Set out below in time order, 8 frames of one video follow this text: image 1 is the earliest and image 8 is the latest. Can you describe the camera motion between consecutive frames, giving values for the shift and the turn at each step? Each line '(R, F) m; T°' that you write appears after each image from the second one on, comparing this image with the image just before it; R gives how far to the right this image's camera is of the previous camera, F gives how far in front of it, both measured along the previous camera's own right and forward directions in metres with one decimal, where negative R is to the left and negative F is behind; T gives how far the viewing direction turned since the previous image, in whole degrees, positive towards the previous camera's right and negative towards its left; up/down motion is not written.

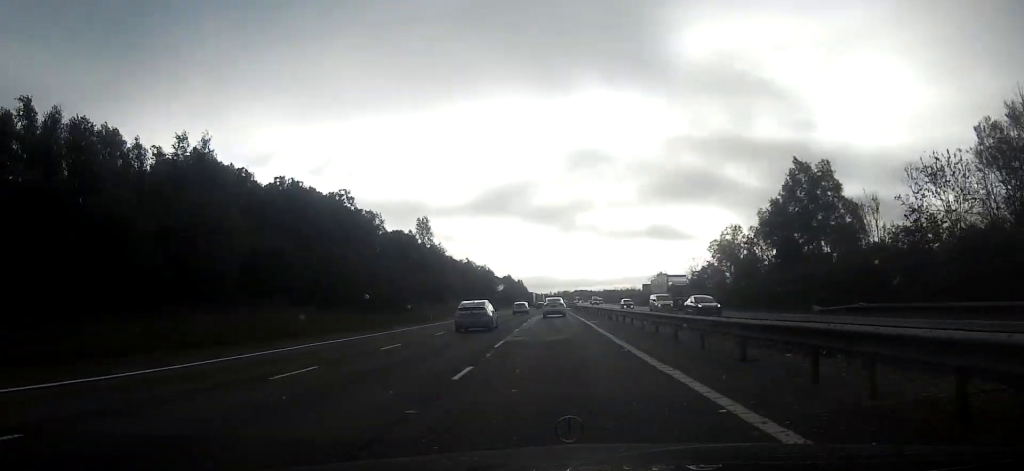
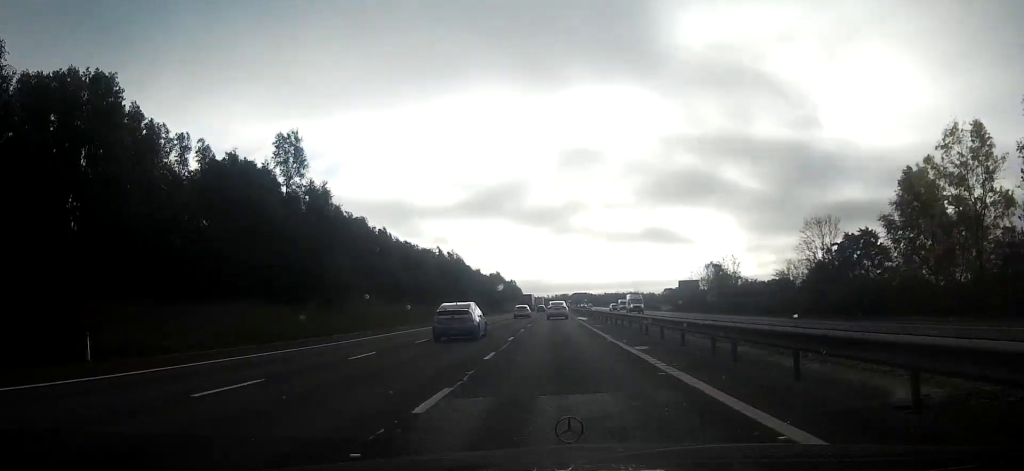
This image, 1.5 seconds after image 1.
(+0.3, +51.7) m; +1°
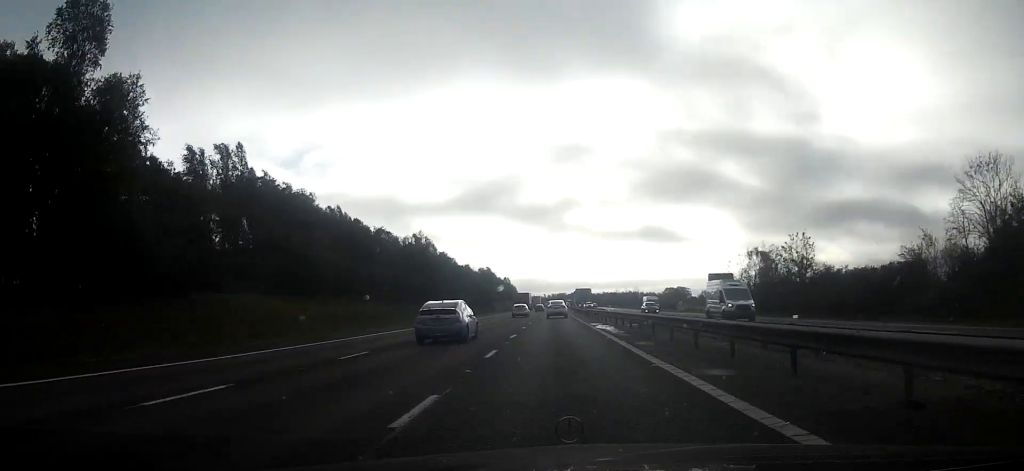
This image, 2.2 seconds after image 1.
(+0.1, +25.3) m; 0°
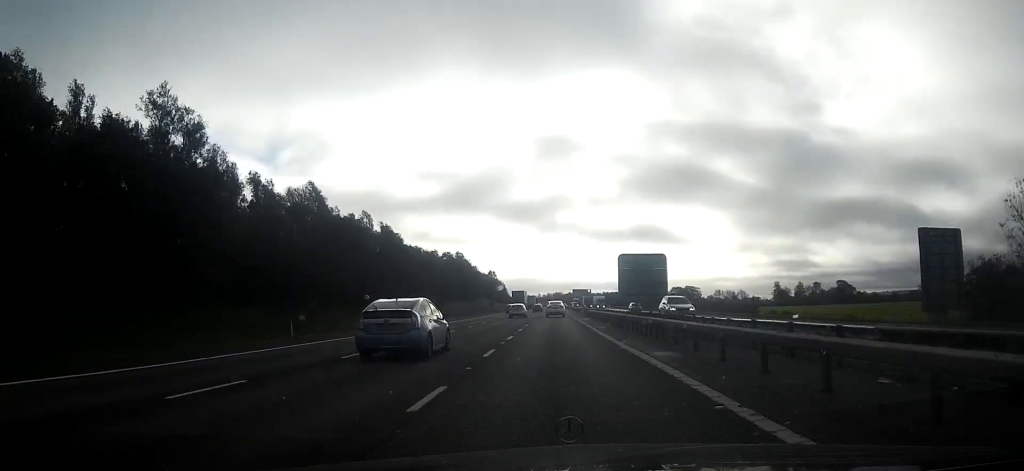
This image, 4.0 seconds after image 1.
(-0.2, +59.7) m; 0°
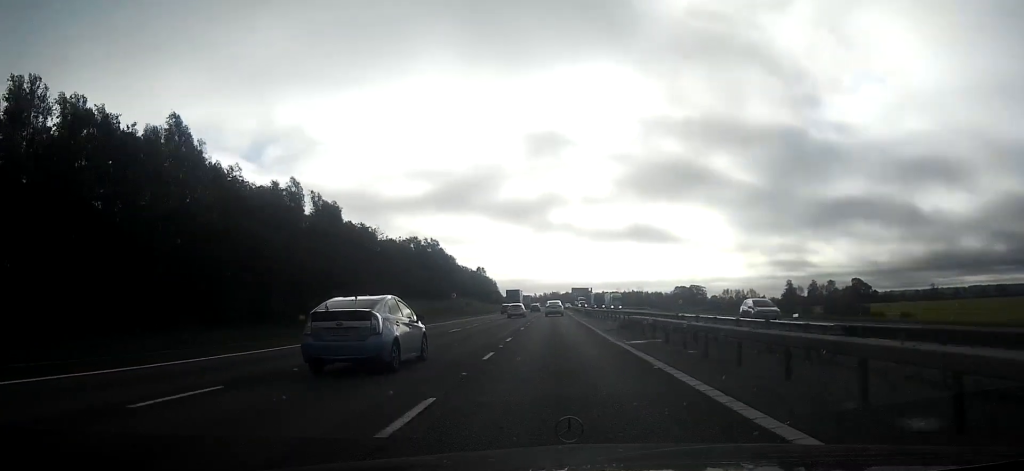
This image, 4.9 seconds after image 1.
(+0.1, +32.1) m; 0°
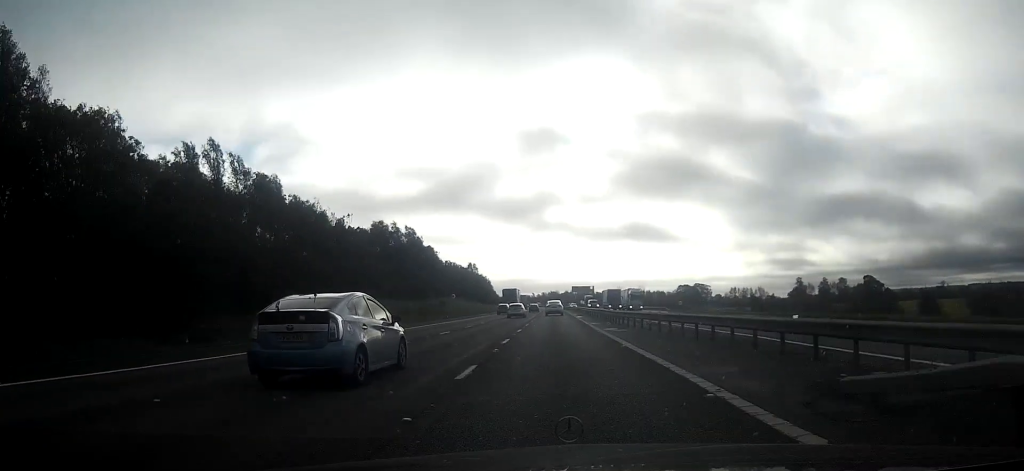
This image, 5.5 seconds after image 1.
(+0.1, +21.8) m; 0°
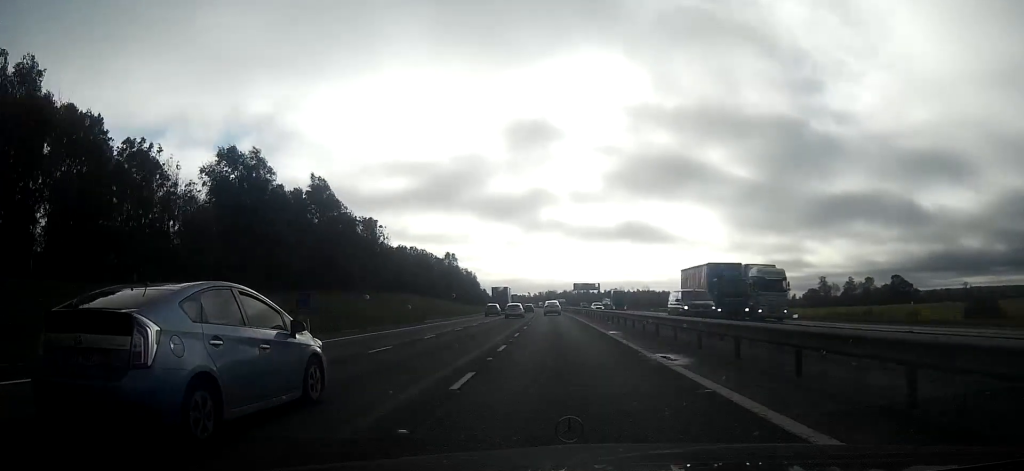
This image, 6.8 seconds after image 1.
(0.0, +43.6) m; 0°
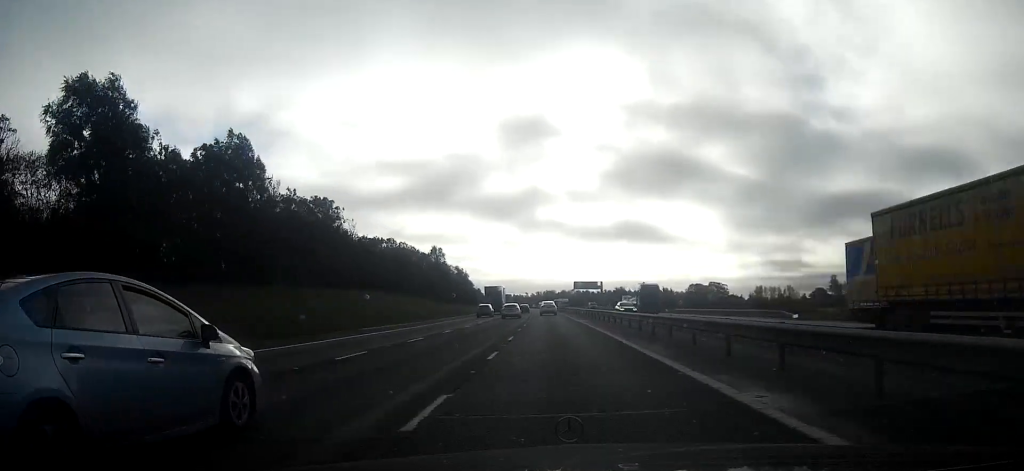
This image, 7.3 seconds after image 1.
(0.0, +18.4) m; 0°
